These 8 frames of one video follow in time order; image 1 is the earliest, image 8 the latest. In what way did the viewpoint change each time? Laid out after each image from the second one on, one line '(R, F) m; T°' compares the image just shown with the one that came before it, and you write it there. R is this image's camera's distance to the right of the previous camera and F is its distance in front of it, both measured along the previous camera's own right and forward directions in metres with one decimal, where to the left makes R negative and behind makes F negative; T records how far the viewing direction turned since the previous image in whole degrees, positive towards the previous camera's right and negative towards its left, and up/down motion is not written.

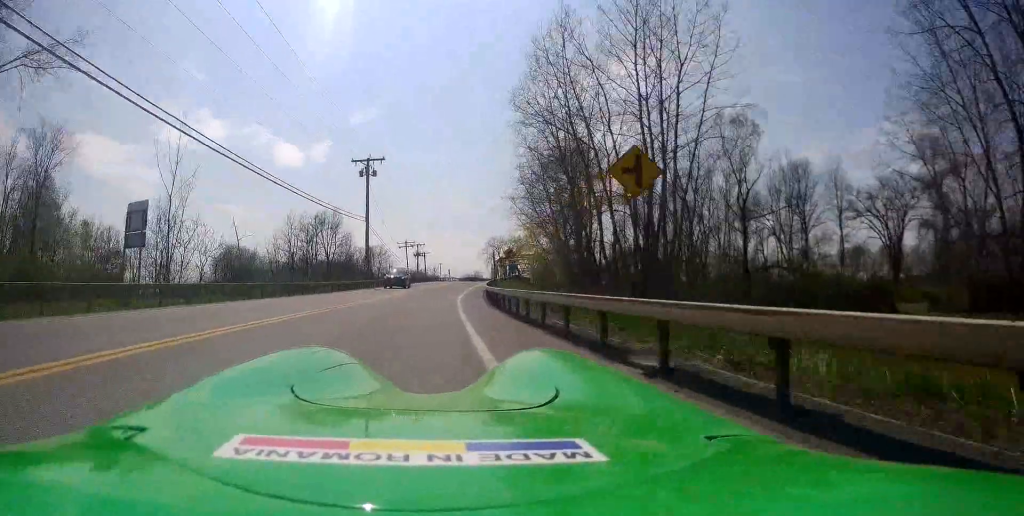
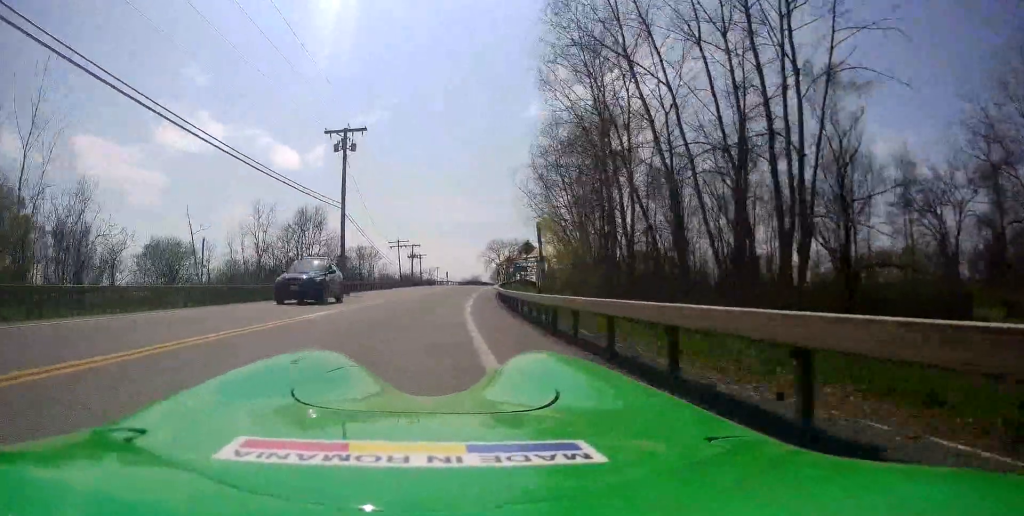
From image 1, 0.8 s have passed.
(0.0, +11.5) m; +1°
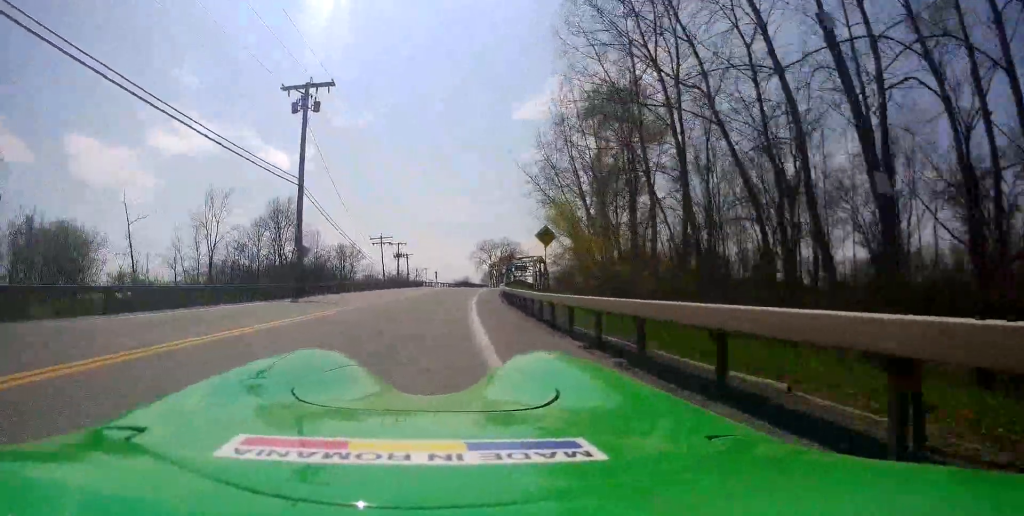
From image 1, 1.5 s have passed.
(+0.1, +10.0) m; +1°
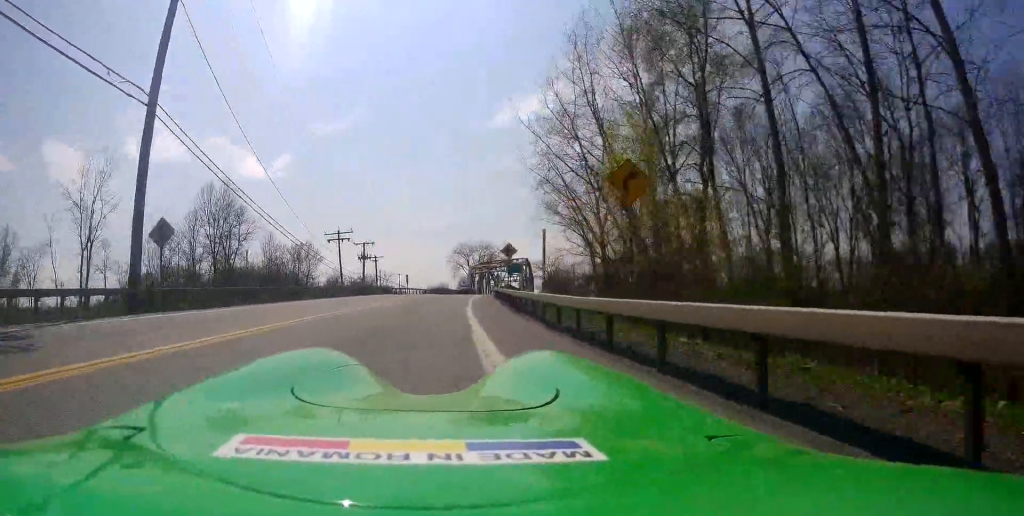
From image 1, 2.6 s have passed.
(+0.4, +15.0) m; +2°
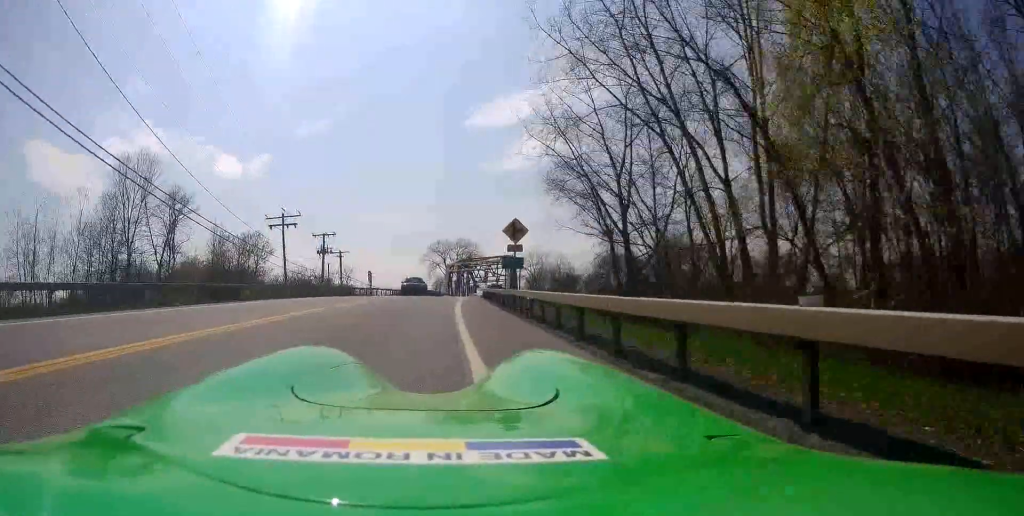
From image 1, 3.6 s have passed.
(+0.2, +13.8) m; 0°
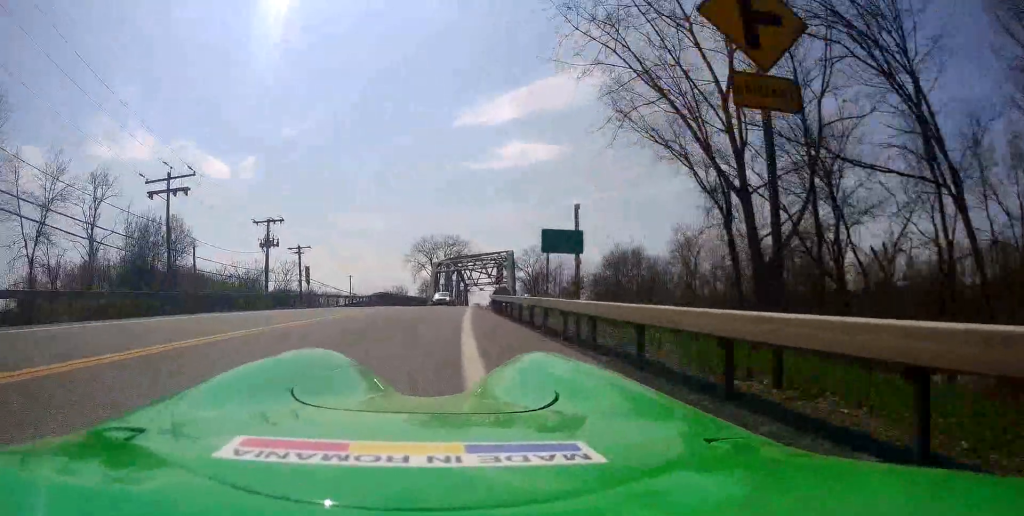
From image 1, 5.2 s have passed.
(-0.5, +19.2) m; -1°
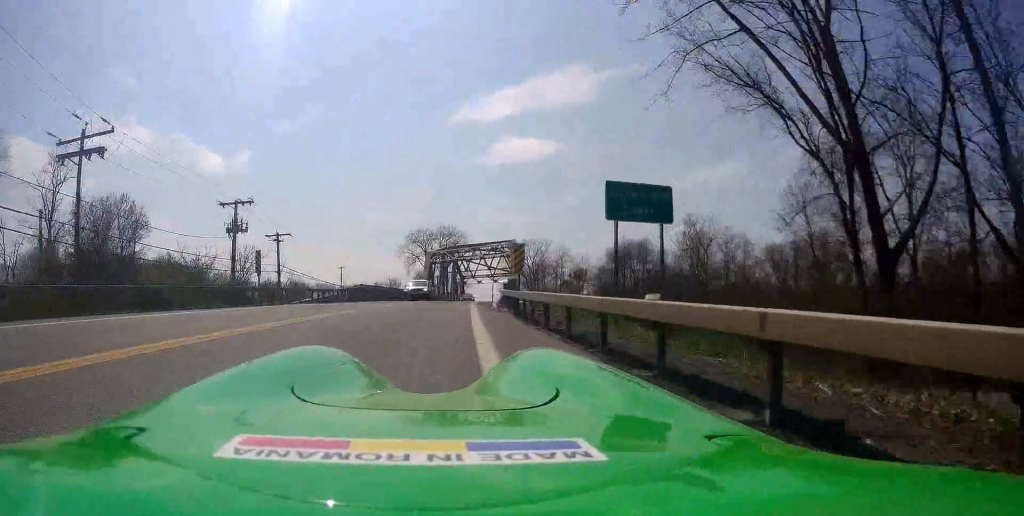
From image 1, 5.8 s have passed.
(+0.3, +7.8) m; +3°
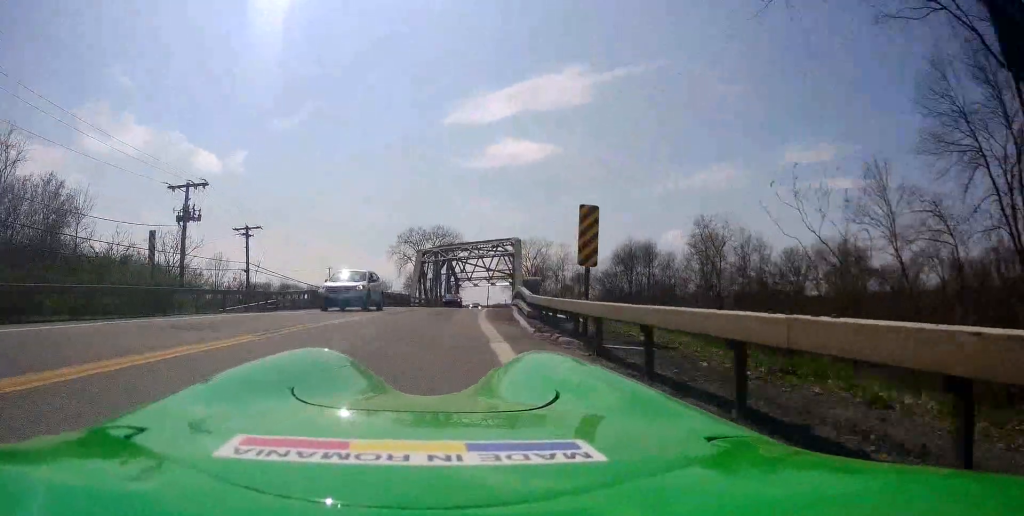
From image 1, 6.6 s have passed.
(+0.3, +8.6) m; +1°
